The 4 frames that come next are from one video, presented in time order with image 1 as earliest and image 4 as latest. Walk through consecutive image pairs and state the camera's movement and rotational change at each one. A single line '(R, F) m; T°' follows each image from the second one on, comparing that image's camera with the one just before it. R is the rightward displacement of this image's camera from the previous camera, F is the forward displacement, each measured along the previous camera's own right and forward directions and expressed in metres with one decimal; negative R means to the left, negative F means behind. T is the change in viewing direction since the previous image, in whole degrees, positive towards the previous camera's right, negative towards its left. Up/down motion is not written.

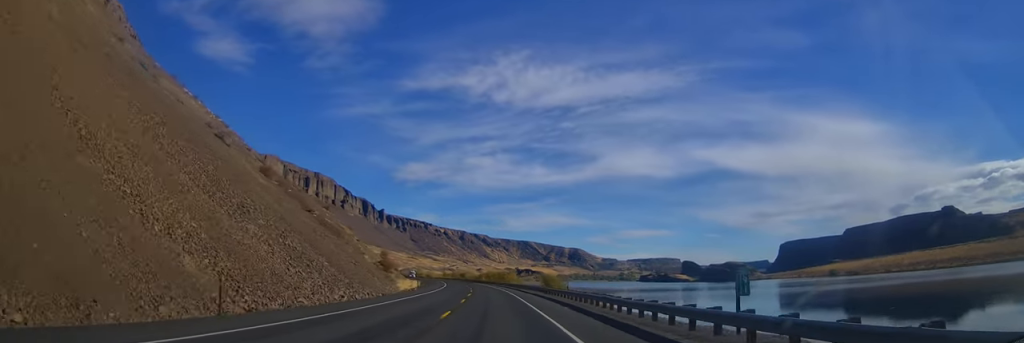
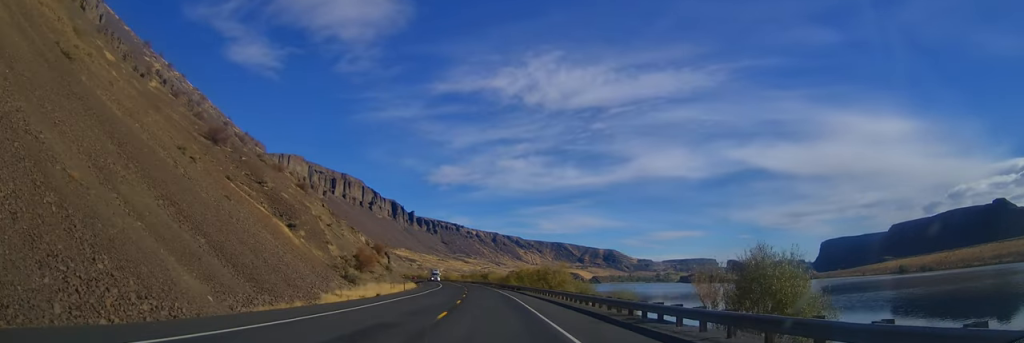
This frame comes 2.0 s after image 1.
(-2.1, +61.0) m; -4°
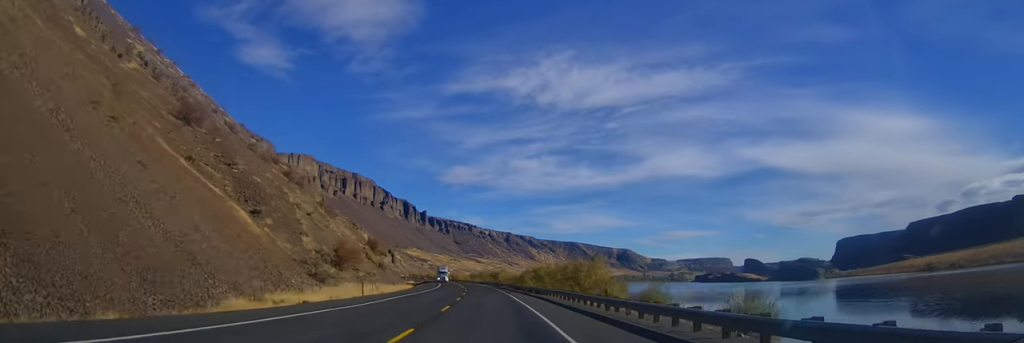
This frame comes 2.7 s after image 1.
(-0.2, +21.3) m; -1°
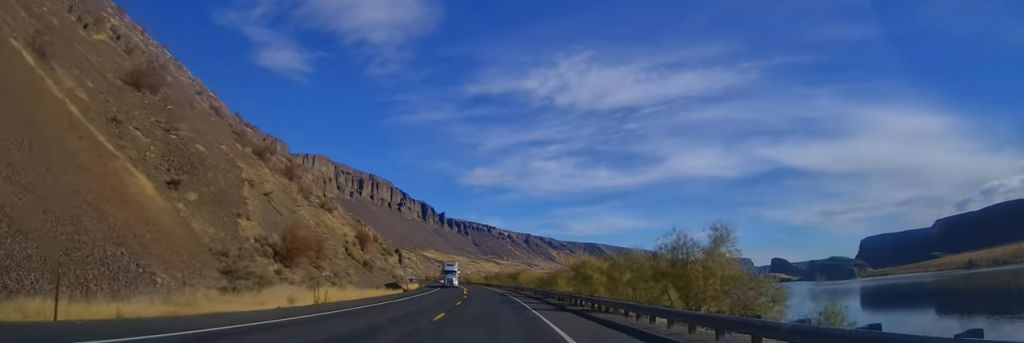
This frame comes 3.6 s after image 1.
(-0.5, +28.4) m; -2°
